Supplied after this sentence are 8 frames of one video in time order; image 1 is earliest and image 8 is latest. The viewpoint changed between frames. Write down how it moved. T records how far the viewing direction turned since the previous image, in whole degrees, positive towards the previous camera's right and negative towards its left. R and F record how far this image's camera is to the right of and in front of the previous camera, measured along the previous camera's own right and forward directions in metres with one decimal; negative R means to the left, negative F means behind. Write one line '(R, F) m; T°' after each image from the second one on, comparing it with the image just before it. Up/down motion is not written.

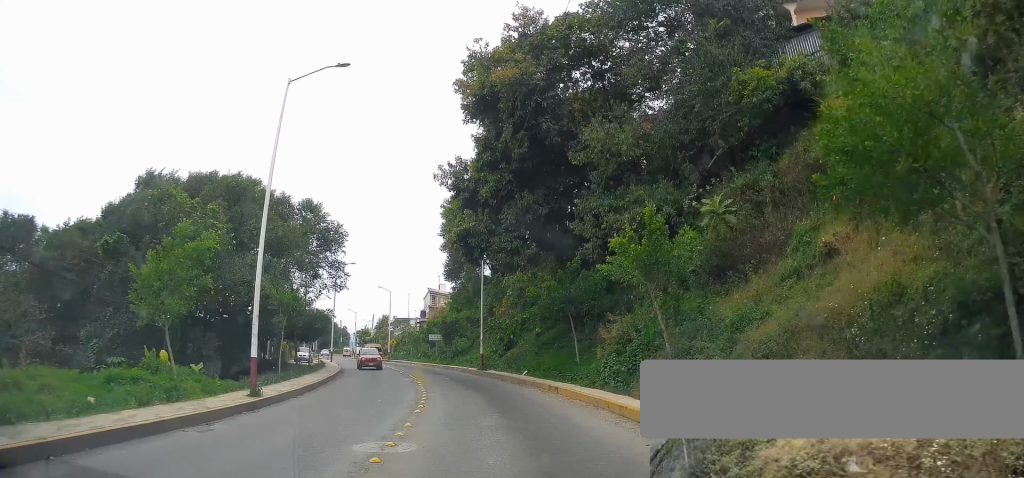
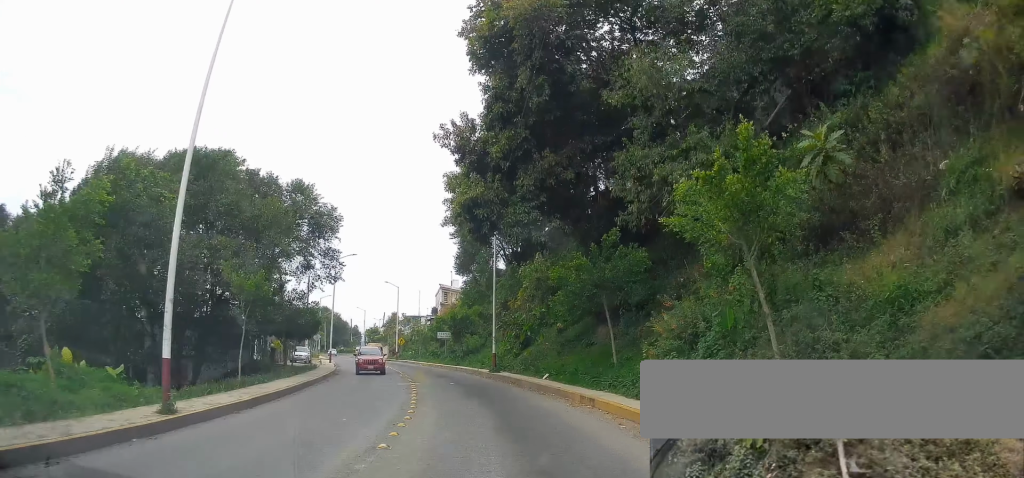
(-0.3, +5.2) m; -2°
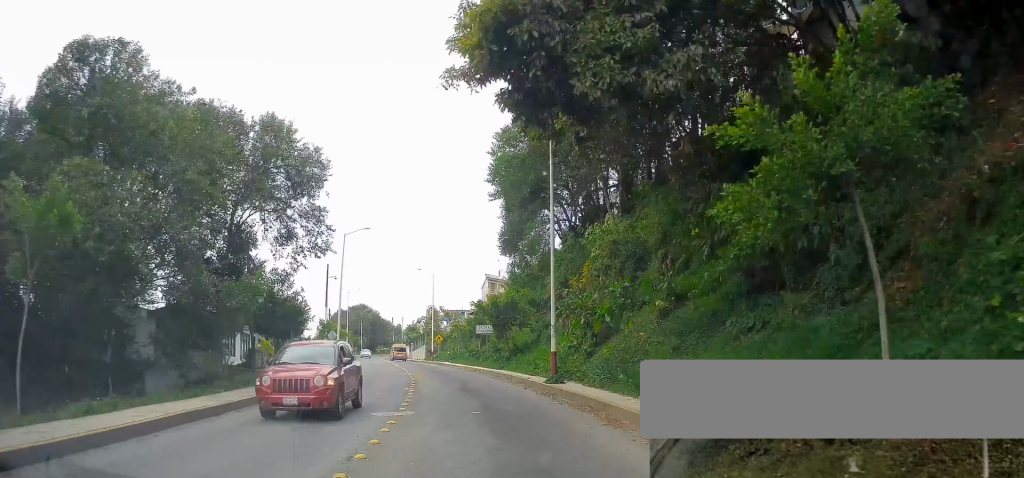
(-0.6, +11.9) m; -3°
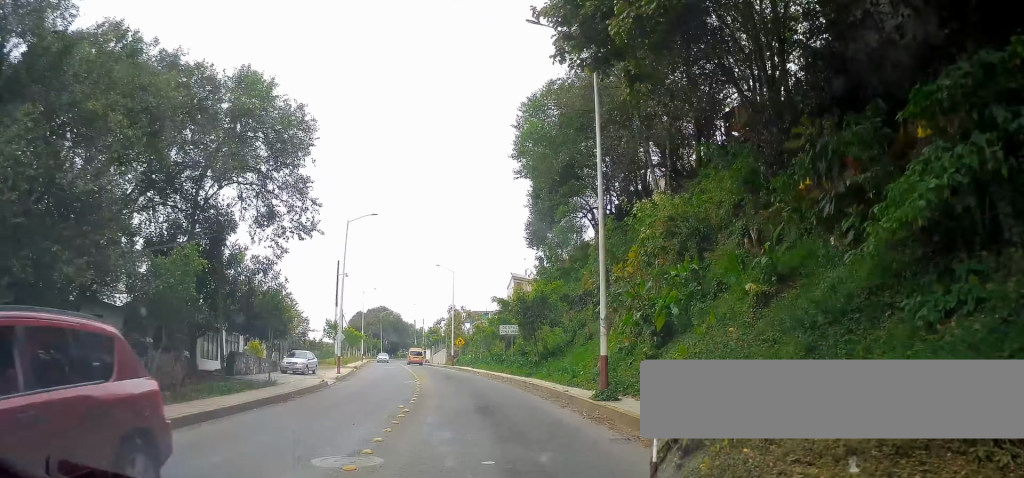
(0.0, +5.9) m; 0°
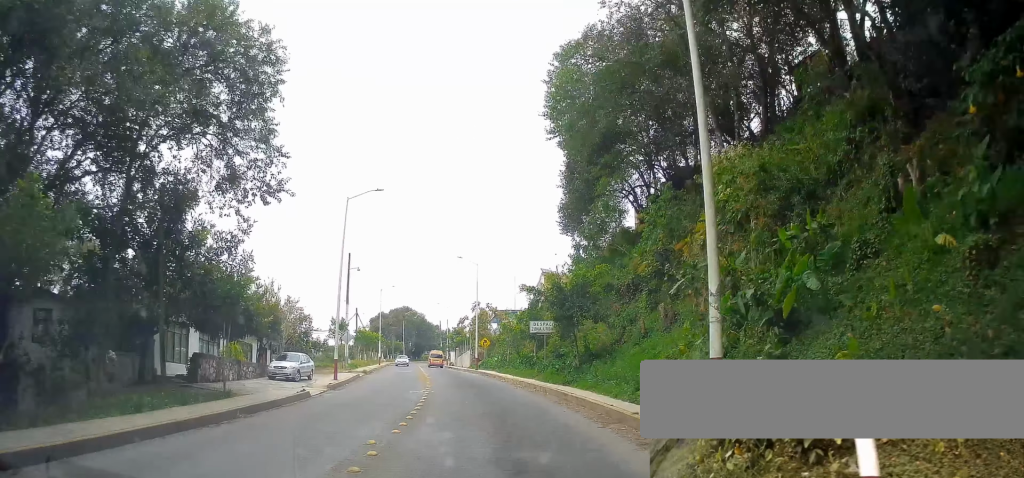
(0.0, +6.3) m; -1°
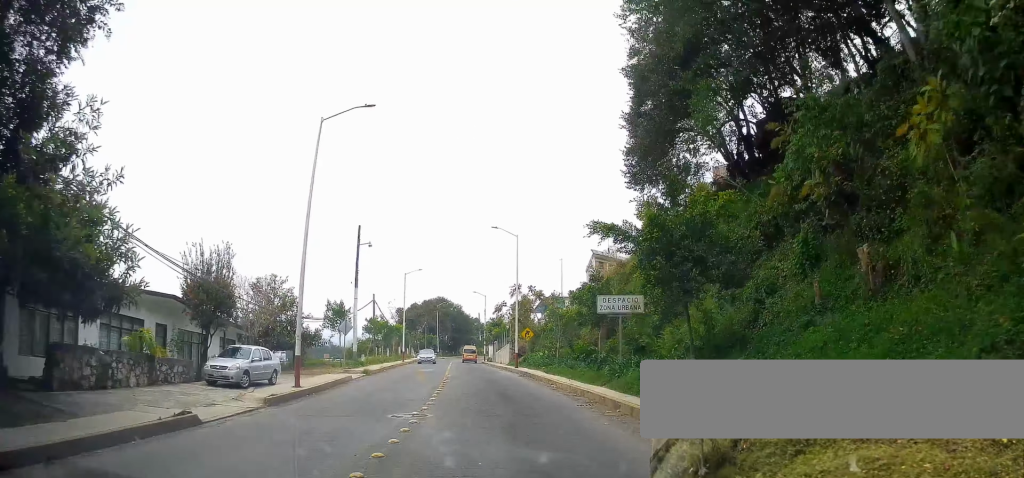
(+0.2, +9.6) m; -5°
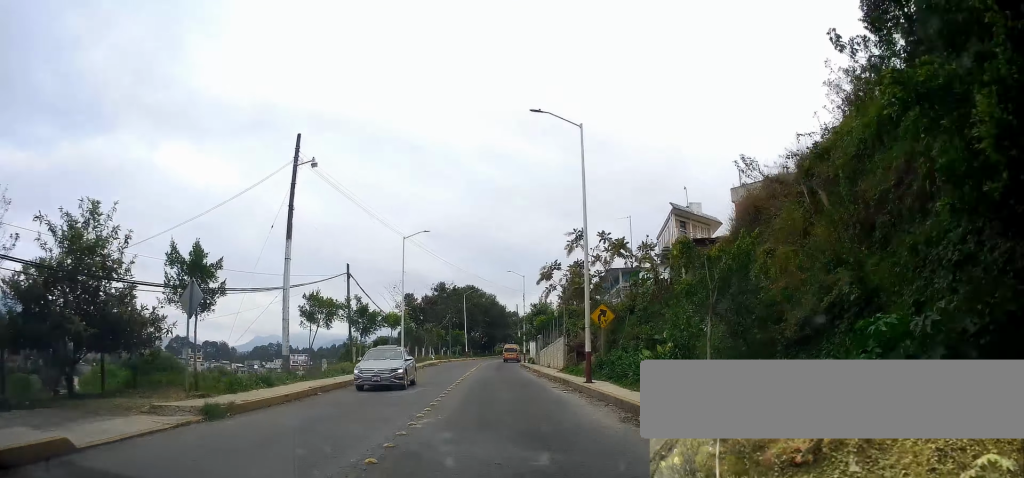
(-2.9, +19.9) m; -9°
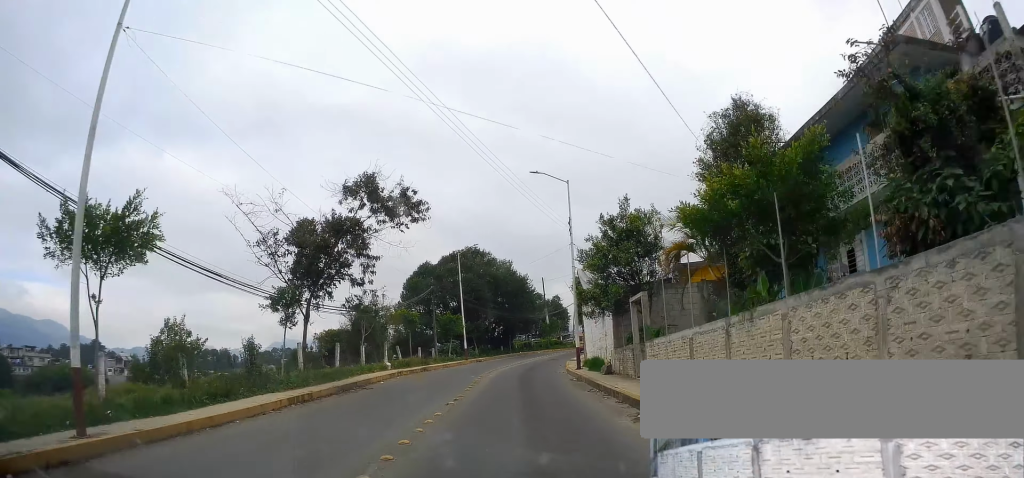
(0.0, +33.7) m; -3°
